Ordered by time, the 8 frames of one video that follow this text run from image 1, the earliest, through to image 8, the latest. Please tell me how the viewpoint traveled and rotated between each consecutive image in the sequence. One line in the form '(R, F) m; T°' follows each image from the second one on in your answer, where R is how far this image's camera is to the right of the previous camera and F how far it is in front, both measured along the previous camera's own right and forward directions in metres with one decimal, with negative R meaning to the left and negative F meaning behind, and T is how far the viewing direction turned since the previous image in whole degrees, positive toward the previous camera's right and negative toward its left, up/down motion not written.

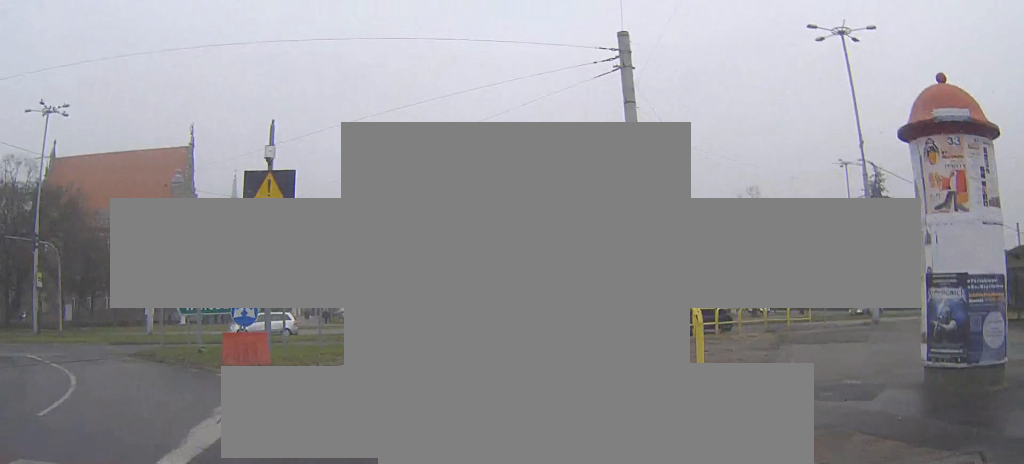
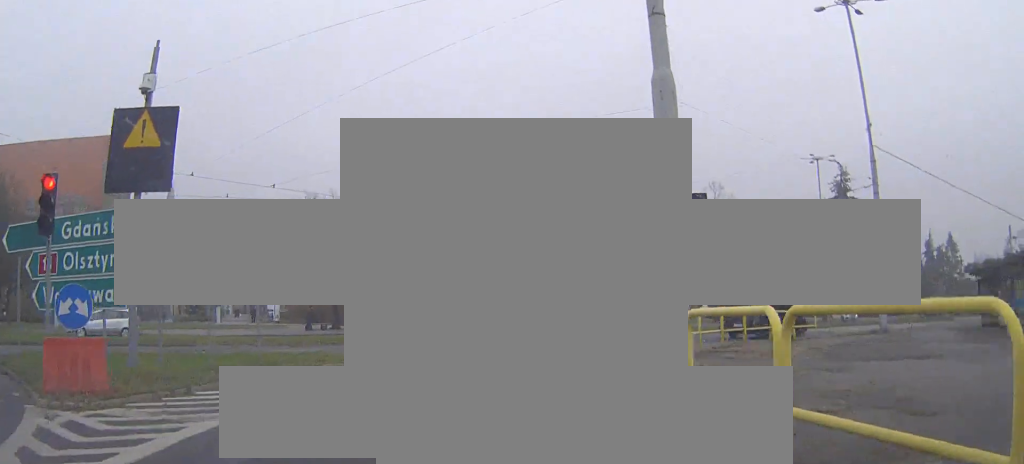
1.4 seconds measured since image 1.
(+0.2, +5.1) m; +5°
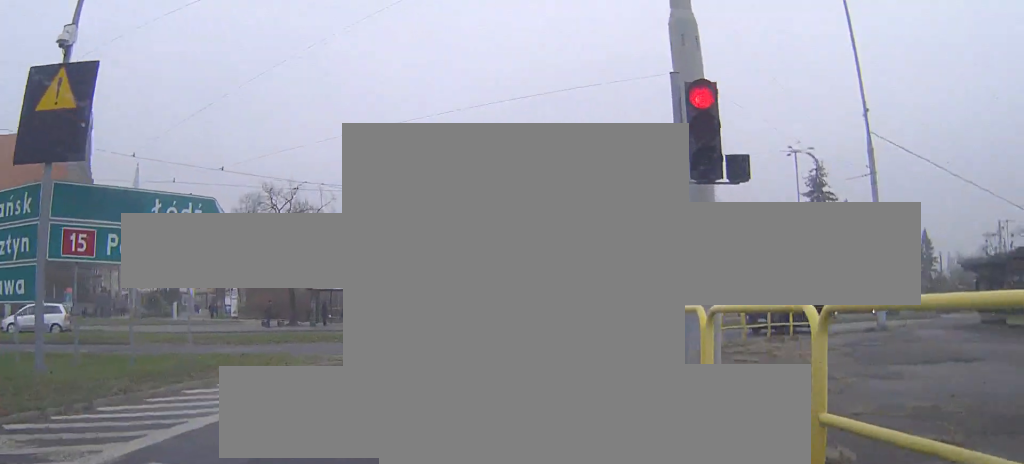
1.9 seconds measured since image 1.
(+0.1, +2.5) m; +2°
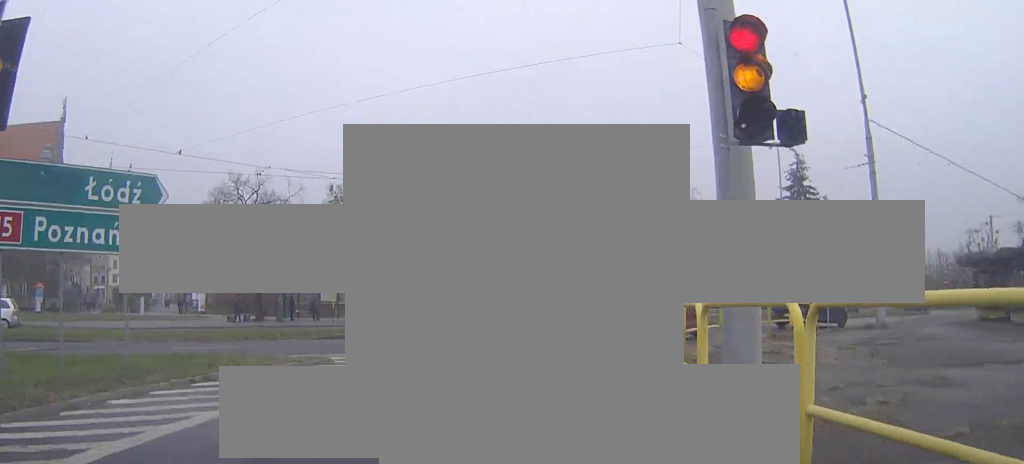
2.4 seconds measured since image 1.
(0.0, +1.9) m; 0°
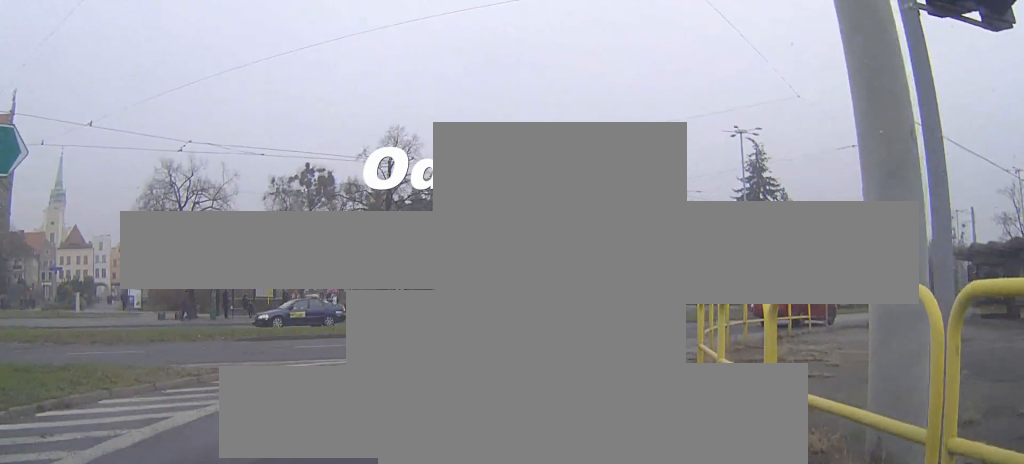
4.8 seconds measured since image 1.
(-0.2, +4.8) m; 0°
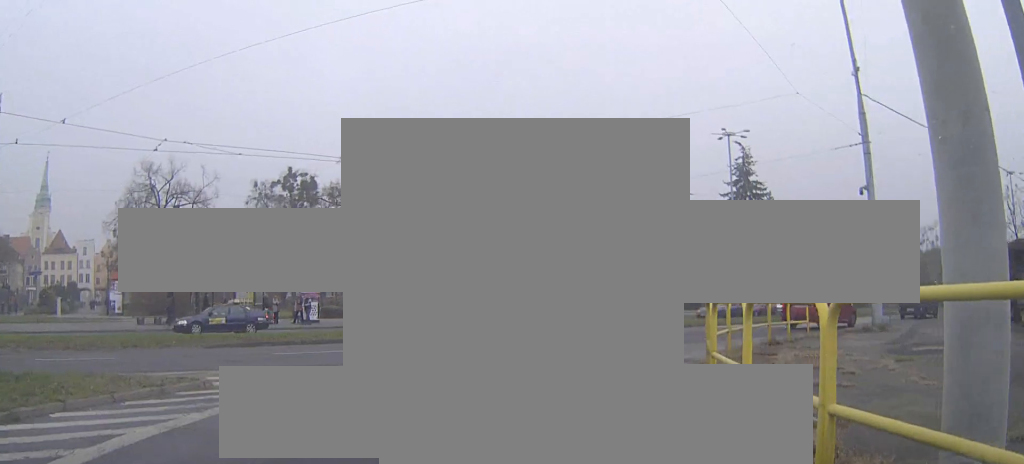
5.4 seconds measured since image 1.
(+0.1, +0.9) m; +6°
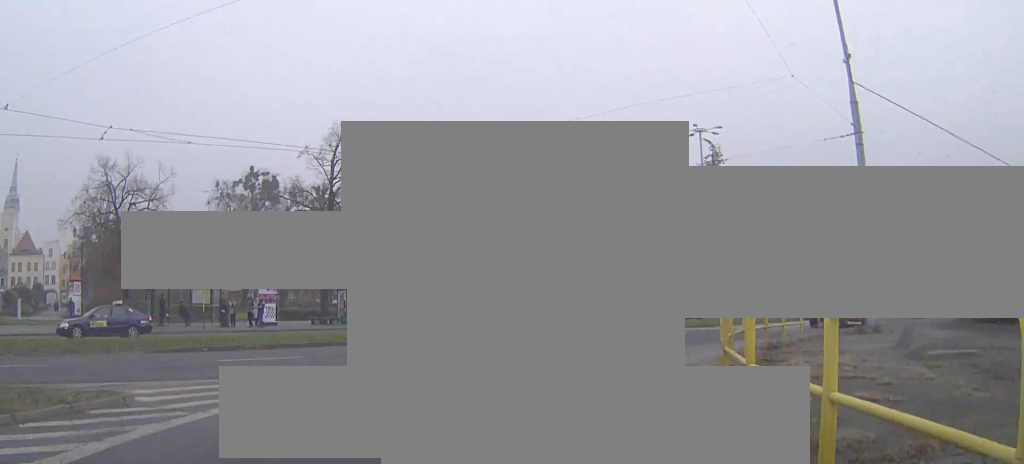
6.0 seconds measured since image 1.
(0.0, +1.1) m; +8°
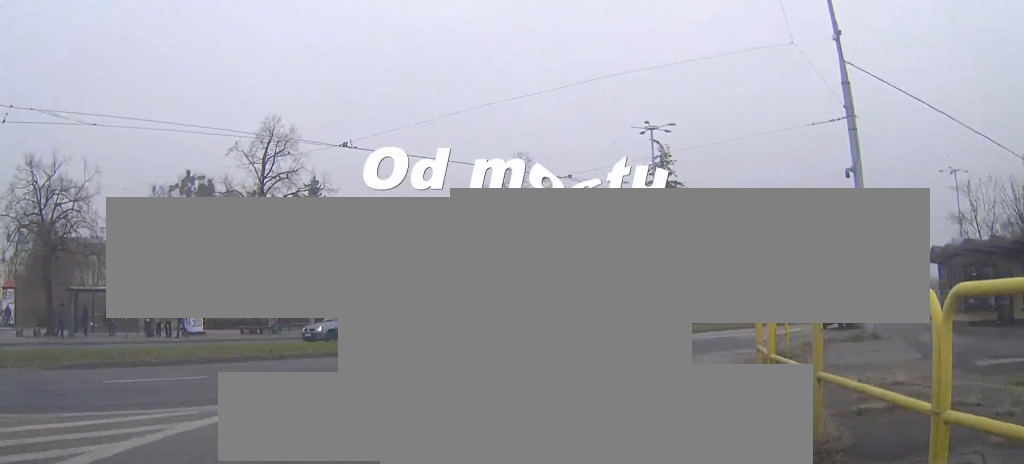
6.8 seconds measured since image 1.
(+0.1, +2.7) m; +5°
